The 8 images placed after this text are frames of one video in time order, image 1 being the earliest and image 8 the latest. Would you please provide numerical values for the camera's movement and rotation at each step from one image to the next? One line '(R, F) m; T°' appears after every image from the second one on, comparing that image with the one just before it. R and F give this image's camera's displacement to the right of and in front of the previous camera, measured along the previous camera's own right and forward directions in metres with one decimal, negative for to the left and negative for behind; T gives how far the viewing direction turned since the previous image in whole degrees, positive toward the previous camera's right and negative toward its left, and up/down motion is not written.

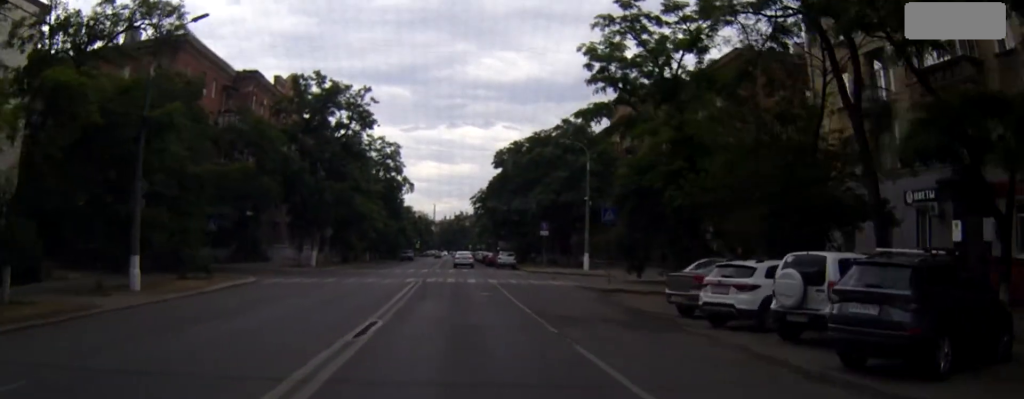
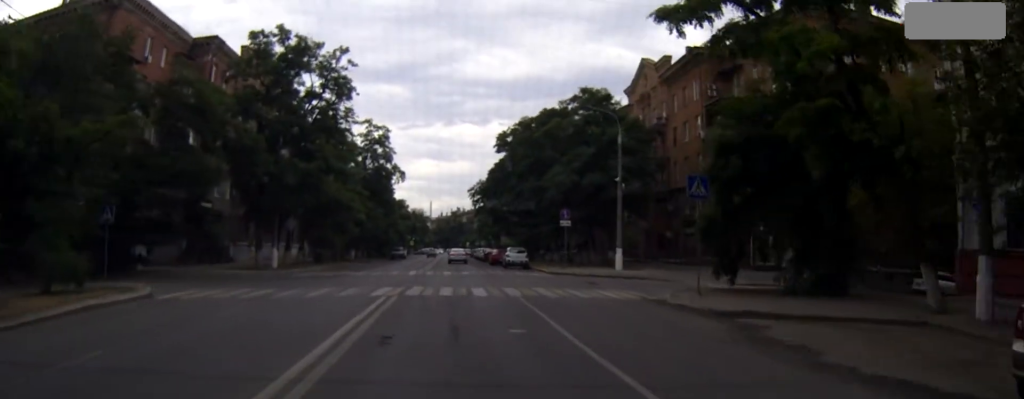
(0.0, +13.2) m; 0°
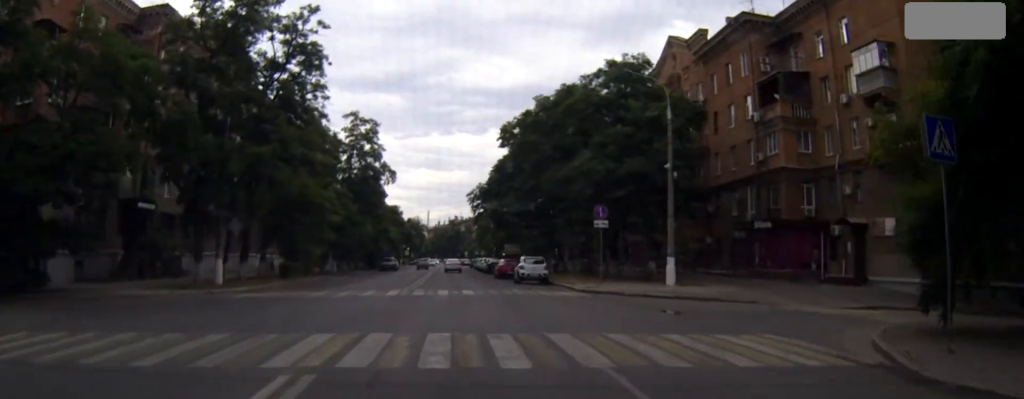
(-0.2, +12.1) m; -3°
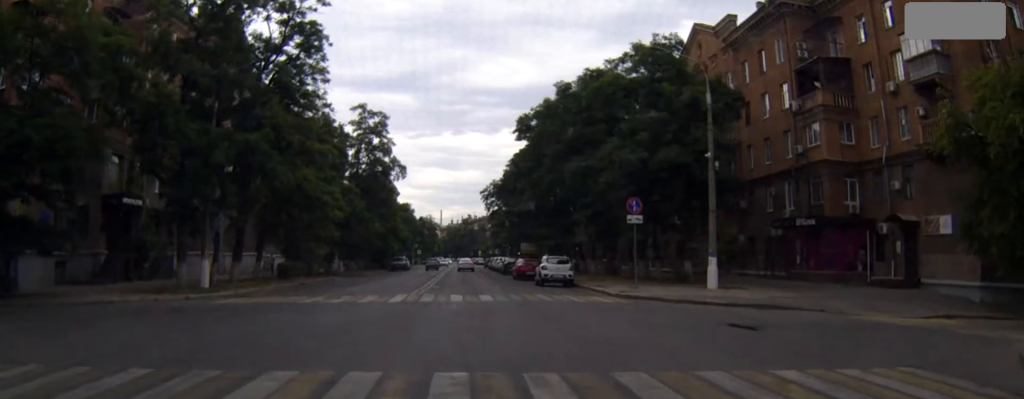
(0.0, +4.3) m; -4°
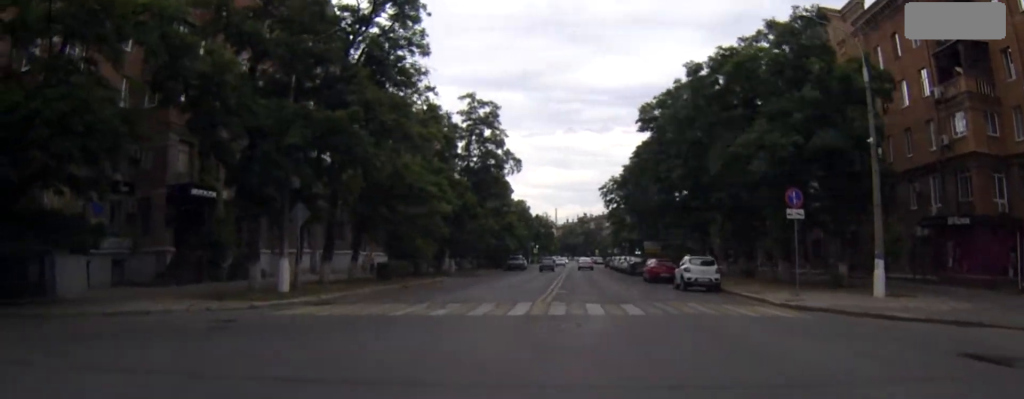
(-0.3, +5.4) m; -11°
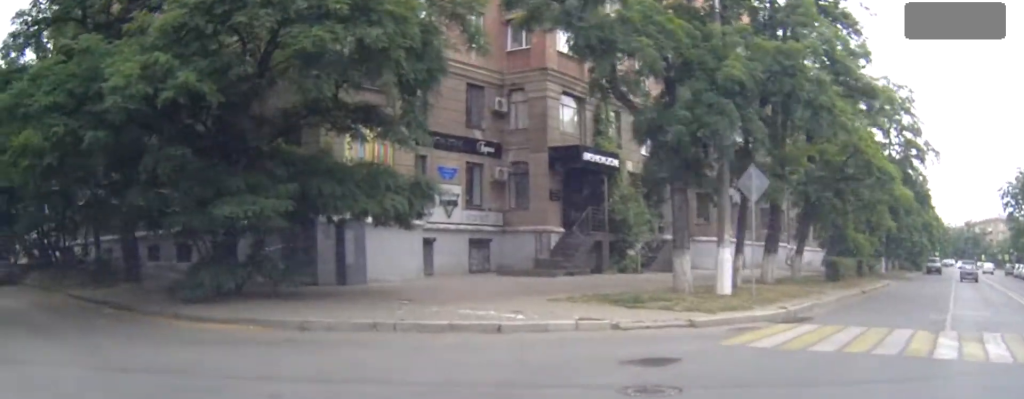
(-2.0, +8.5) m; -31°
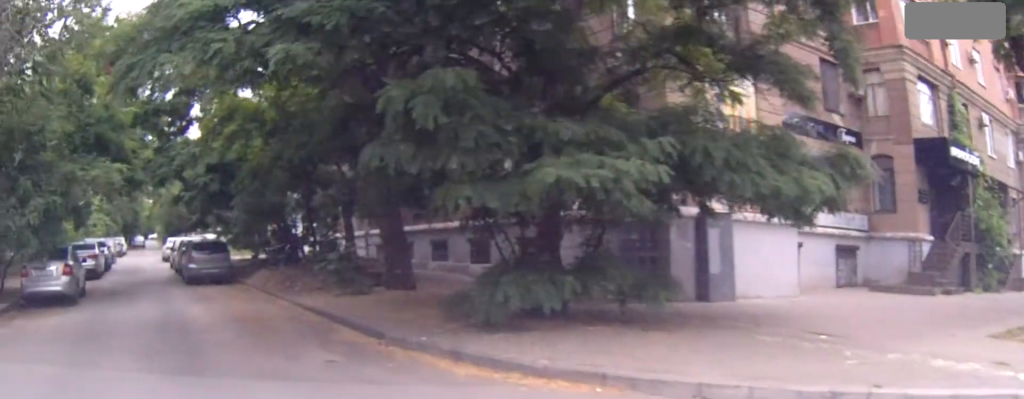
(-1.3, +5.7) m; -23°
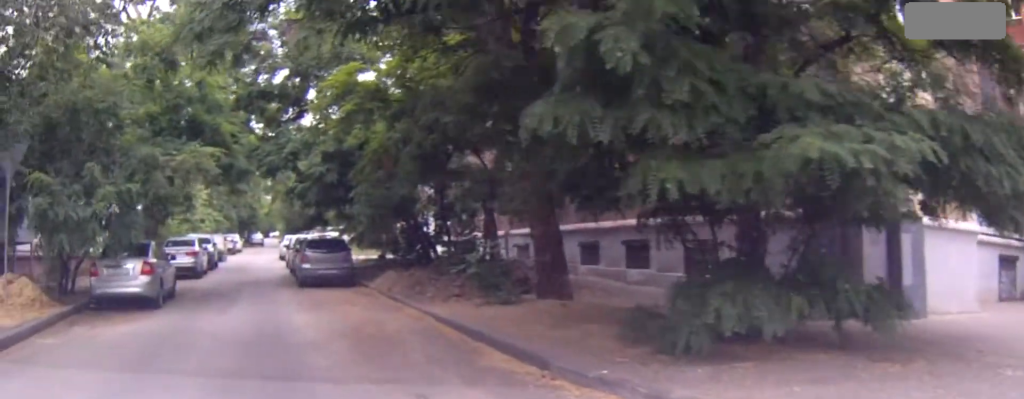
(-0.3, +2.4) m; -5°
